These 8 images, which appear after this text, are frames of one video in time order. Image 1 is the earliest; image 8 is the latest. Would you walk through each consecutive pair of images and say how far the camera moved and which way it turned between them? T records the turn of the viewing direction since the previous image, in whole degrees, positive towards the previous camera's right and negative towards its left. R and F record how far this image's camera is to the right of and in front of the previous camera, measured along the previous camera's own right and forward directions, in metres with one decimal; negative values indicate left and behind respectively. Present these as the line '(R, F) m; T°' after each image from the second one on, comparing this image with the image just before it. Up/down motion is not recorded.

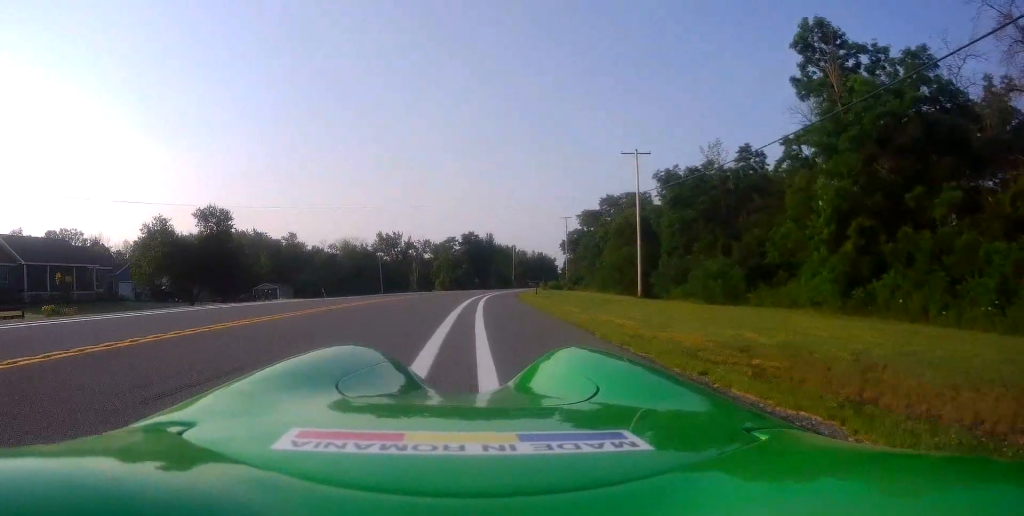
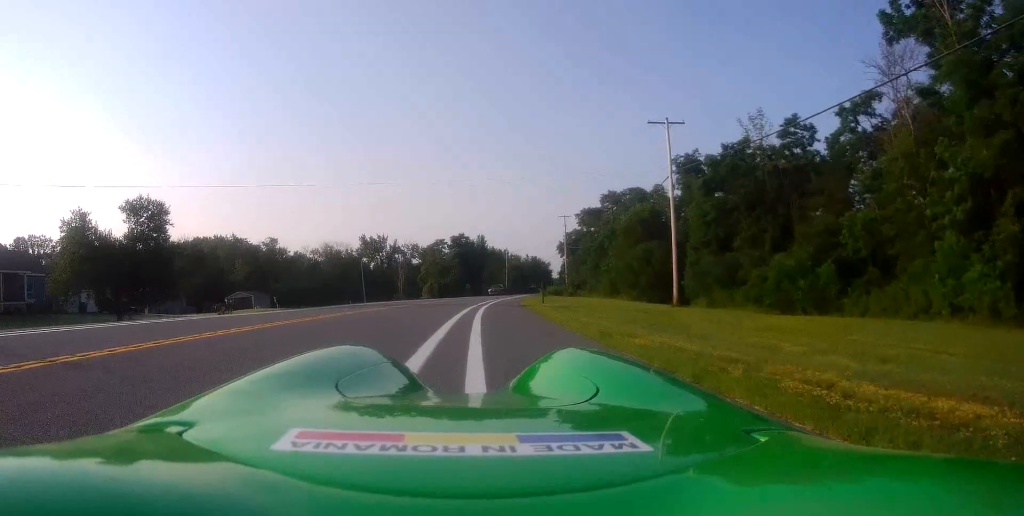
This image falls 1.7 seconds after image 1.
(0.0, +10.2) m; +3°
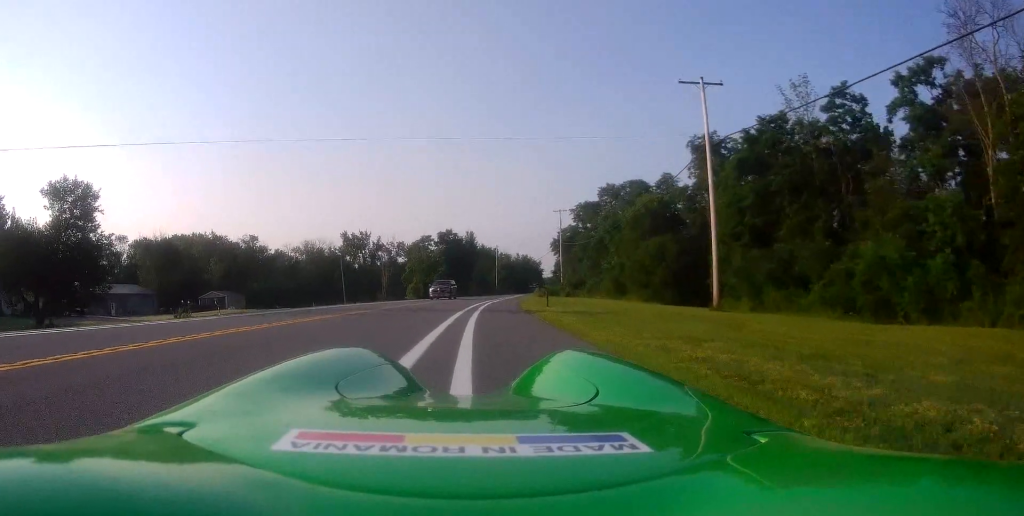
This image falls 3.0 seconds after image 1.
(+0.1, +7.7) m; -5°
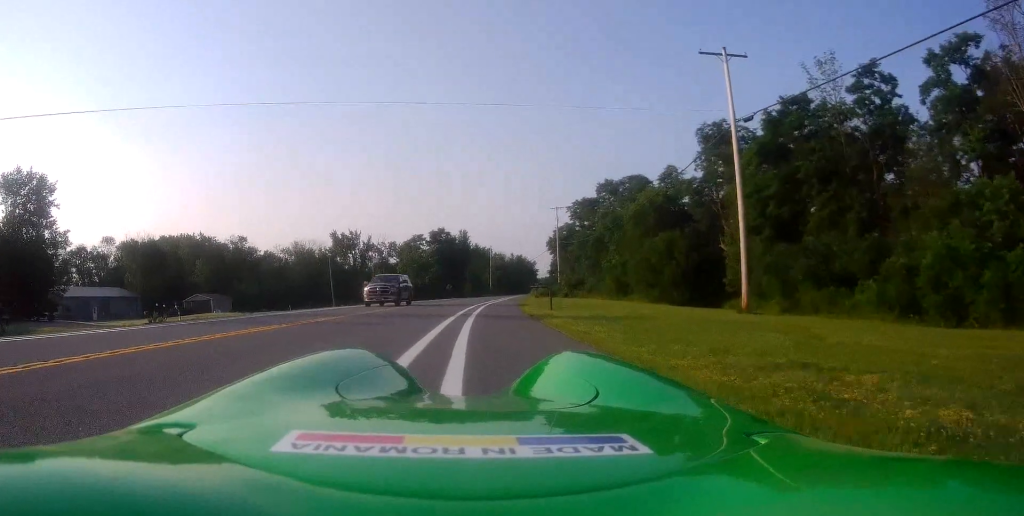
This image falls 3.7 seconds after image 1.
(-0.6, +3.8) m; 0°
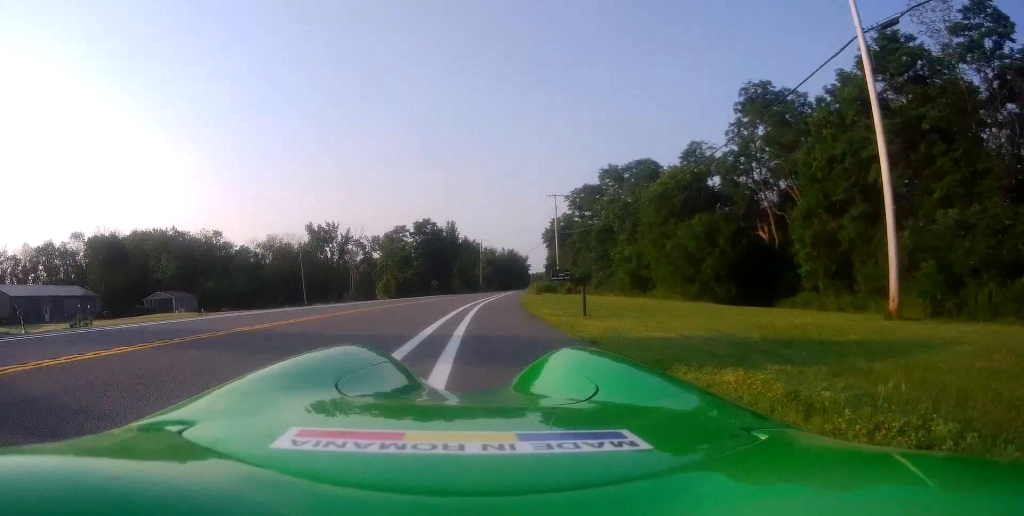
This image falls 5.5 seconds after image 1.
(+0.9, +10.7) m; +3°
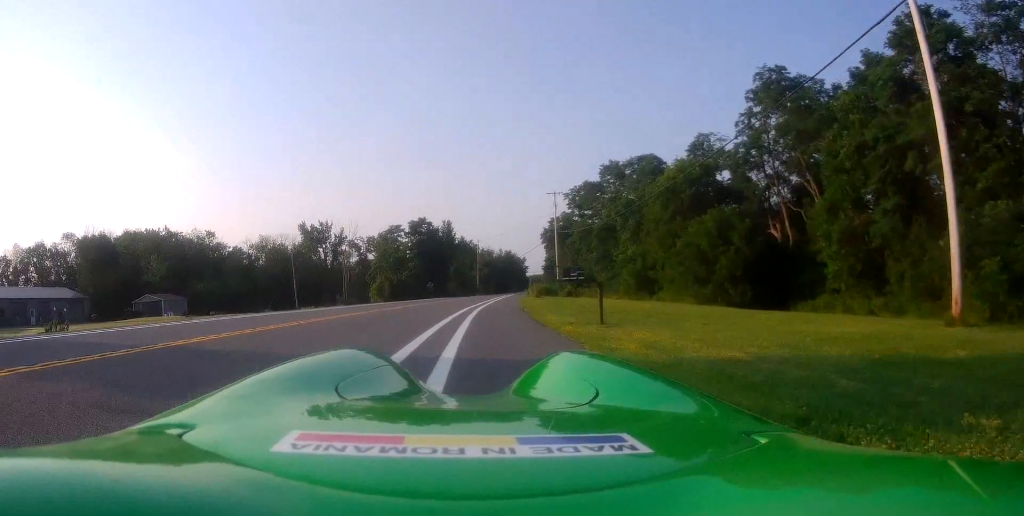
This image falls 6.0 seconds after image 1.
(-0.1, +2.7) m; -1°
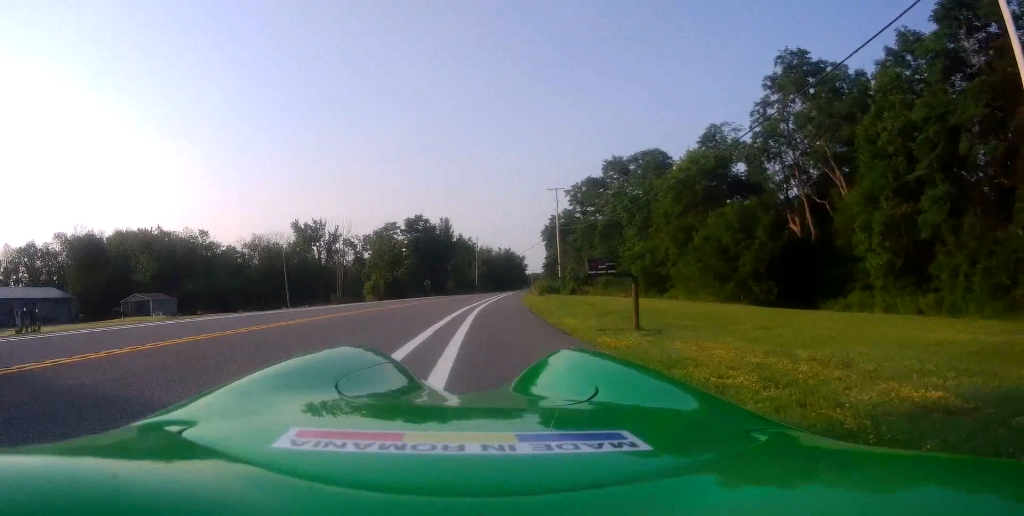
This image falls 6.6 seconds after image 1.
(0.0, +3.4) m; +2°
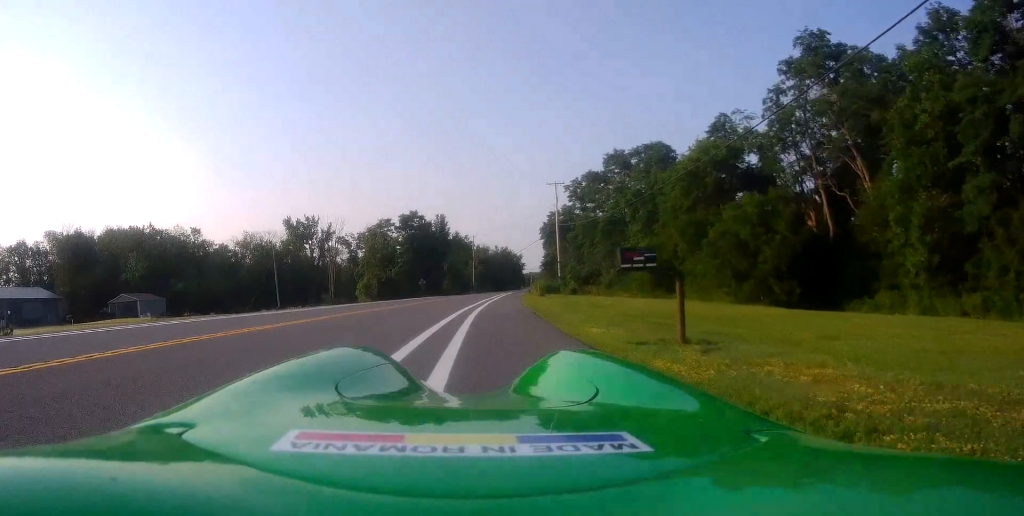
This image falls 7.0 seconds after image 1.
(0.0, +2.7) m; +1°
